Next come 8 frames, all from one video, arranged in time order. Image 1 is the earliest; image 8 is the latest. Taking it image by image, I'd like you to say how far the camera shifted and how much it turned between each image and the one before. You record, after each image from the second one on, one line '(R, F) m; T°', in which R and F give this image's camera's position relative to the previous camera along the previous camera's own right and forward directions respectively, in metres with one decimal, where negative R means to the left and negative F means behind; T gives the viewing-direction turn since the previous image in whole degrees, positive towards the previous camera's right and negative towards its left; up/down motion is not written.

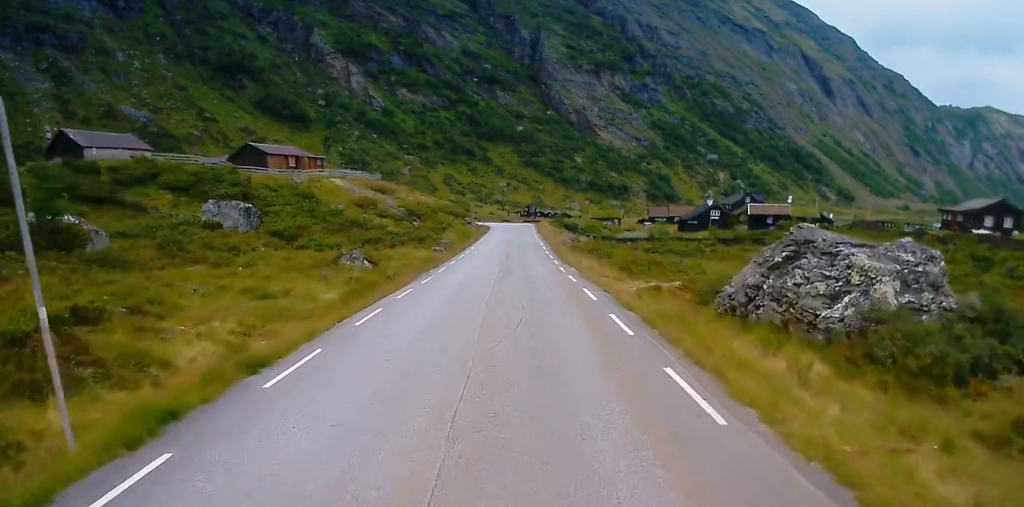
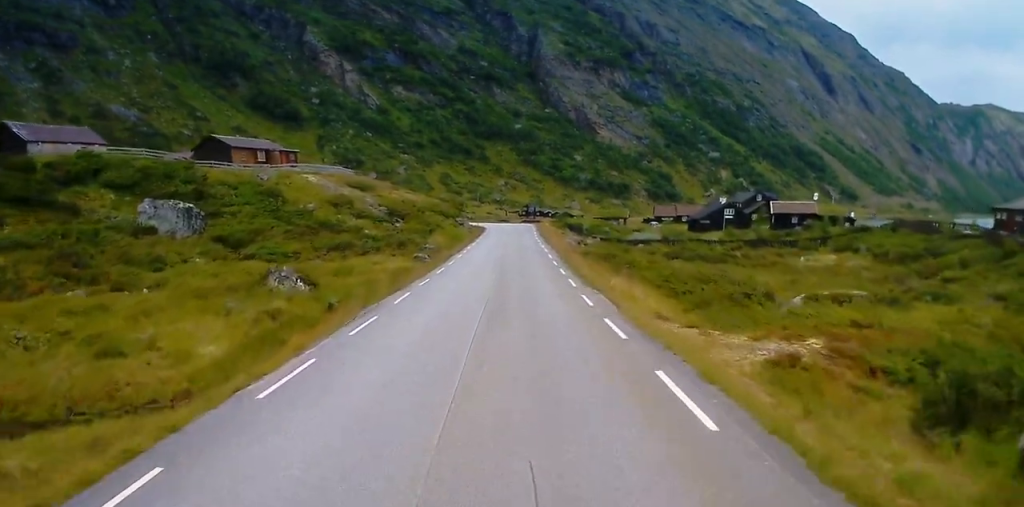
(0.0, +12.2) m; -1°
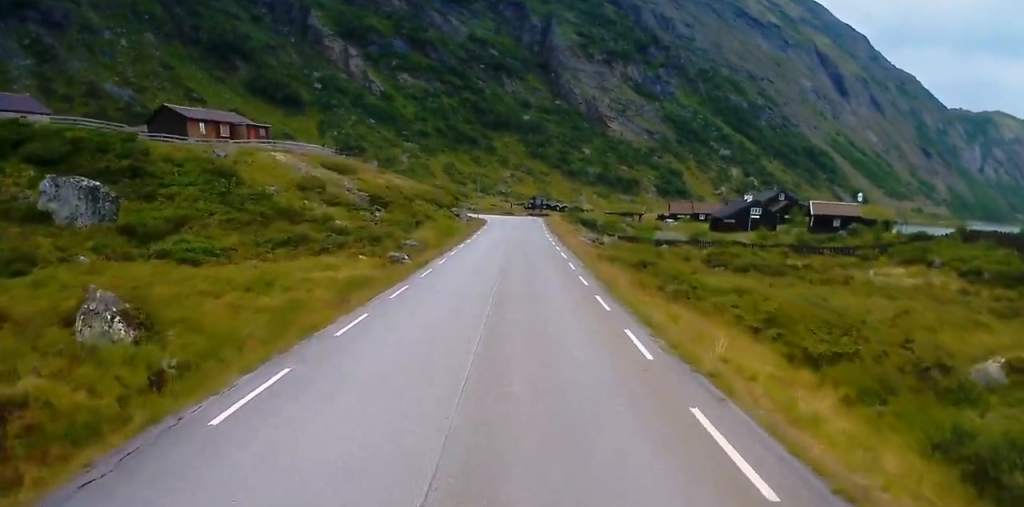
(-0.3, +13.6) m; 0°
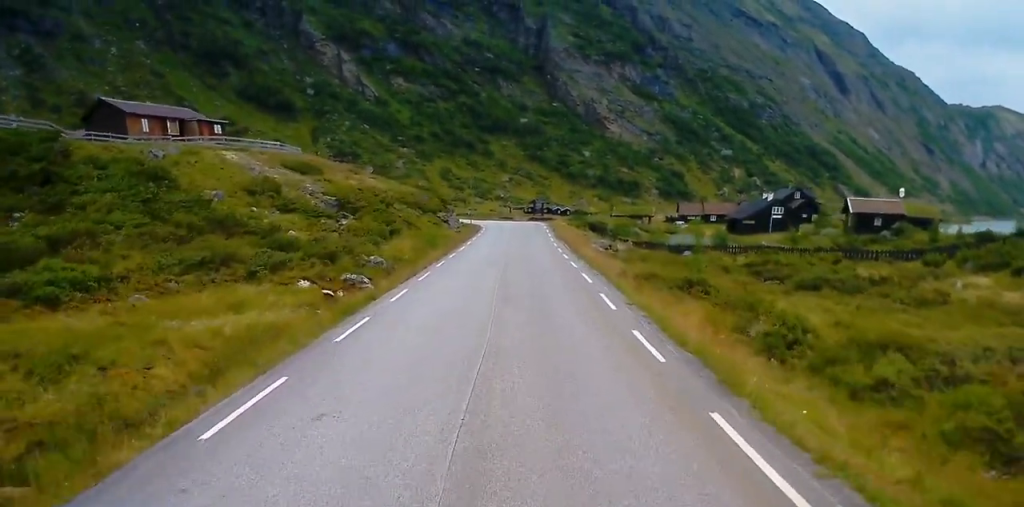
(+0.2, +12.4) m; +1°
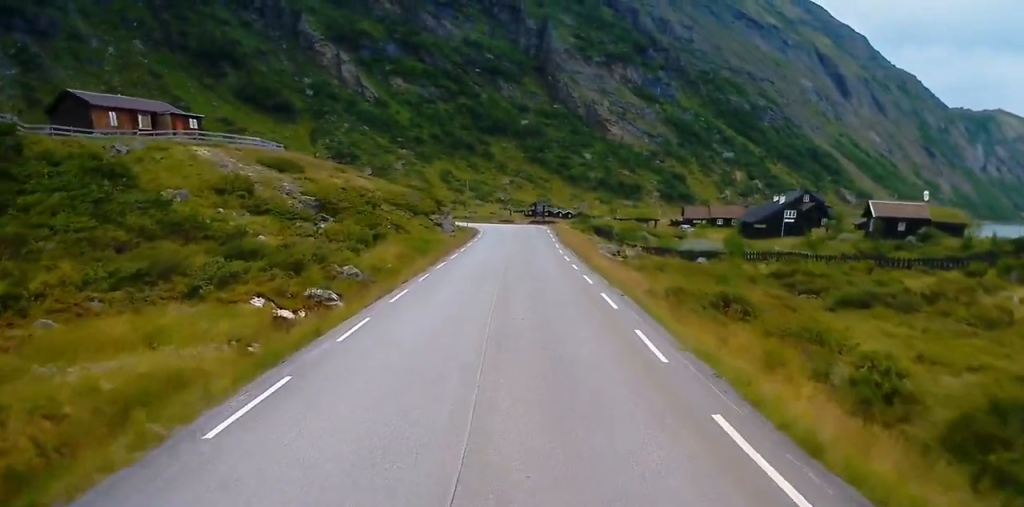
(0.0, +6.0) m; 0°
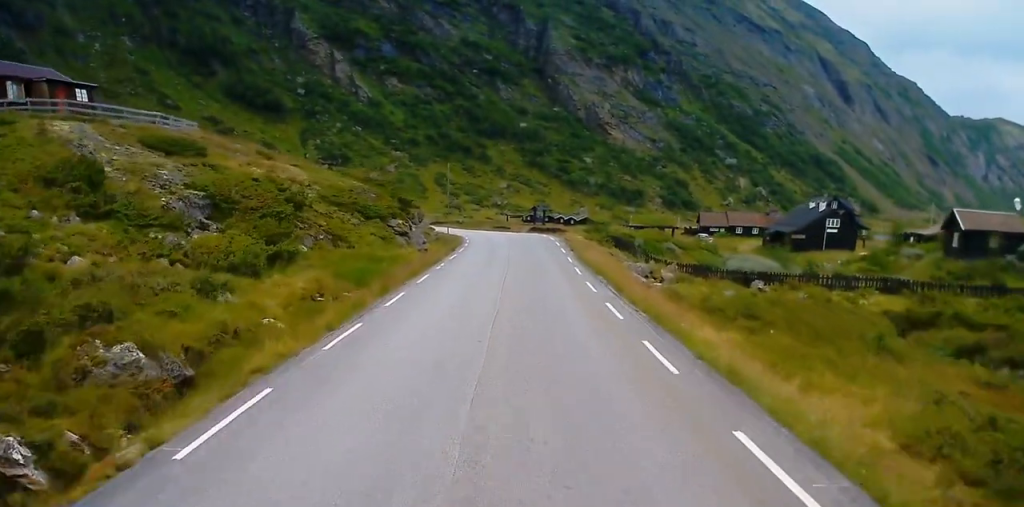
(0.0, +18.6) m; 0°
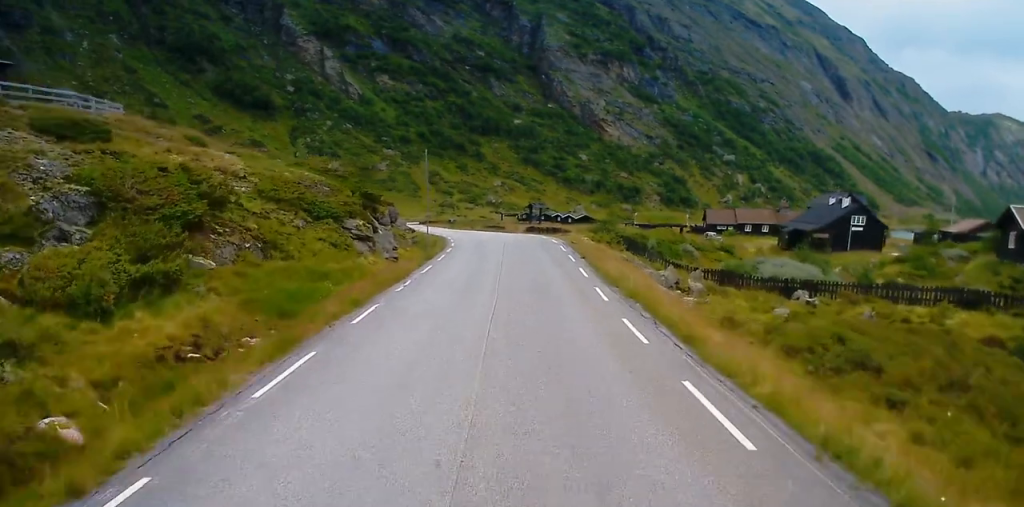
(0.0, +9.4) m; 0°
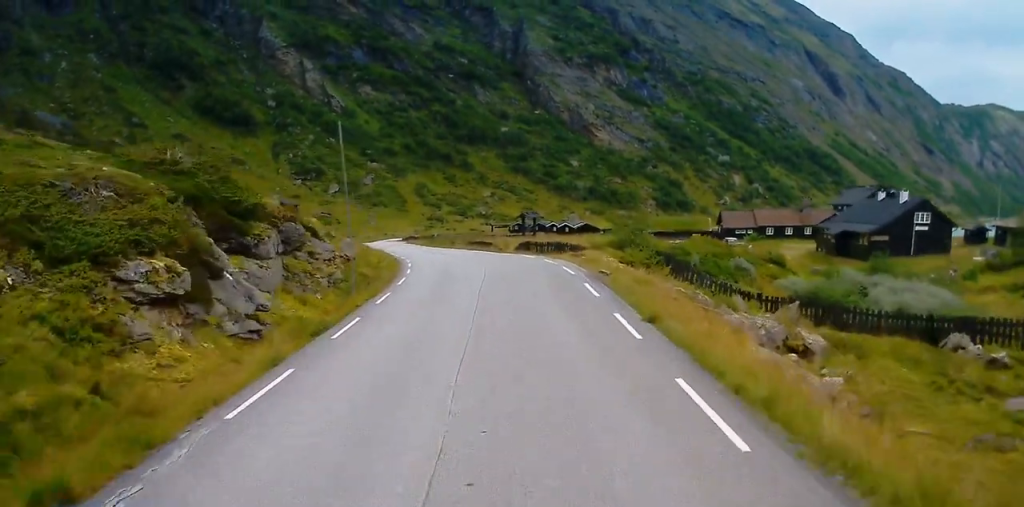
(+0.1, +17.8) m; -1°
